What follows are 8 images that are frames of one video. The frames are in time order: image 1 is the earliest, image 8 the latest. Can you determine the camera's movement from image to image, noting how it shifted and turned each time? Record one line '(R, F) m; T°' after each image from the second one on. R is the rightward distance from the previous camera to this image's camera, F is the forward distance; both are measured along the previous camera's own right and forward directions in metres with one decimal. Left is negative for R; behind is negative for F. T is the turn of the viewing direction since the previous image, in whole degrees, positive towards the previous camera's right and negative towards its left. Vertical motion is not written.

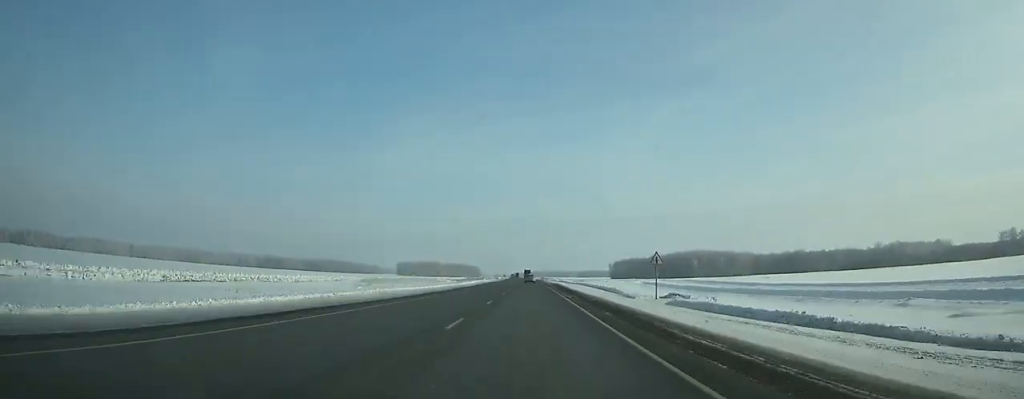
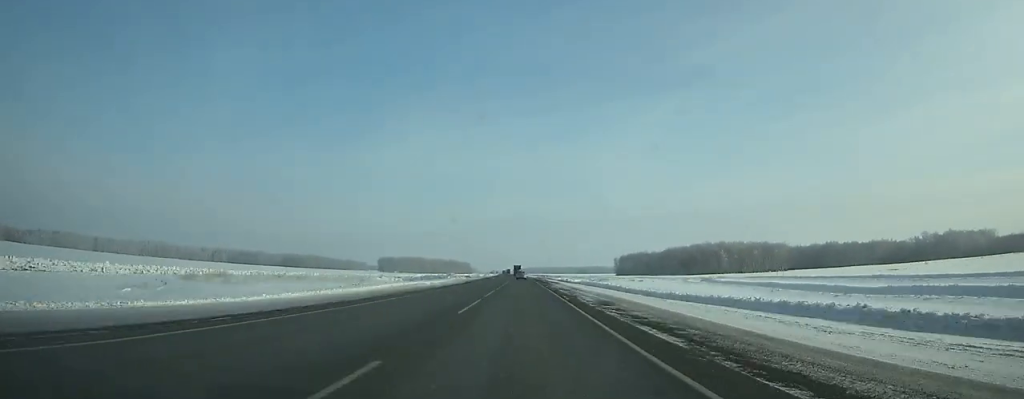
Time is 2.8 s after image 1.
(-0.1, +79.3) m; 0°
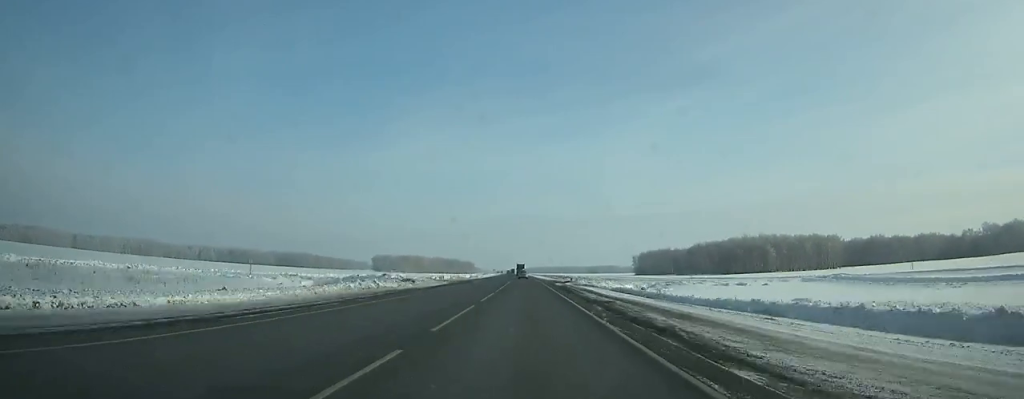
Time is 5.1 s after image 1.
(-0.1, +63.6) m; 0°
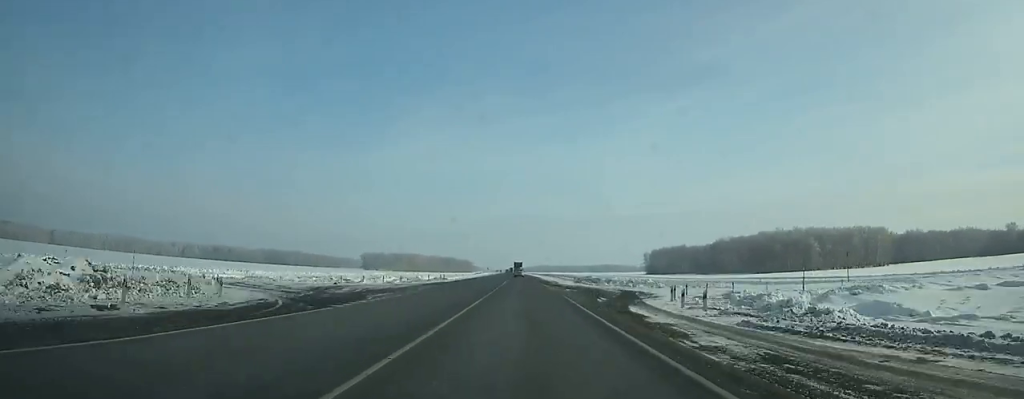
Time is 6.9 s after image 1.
(-0.2, +48.6) m; 0°
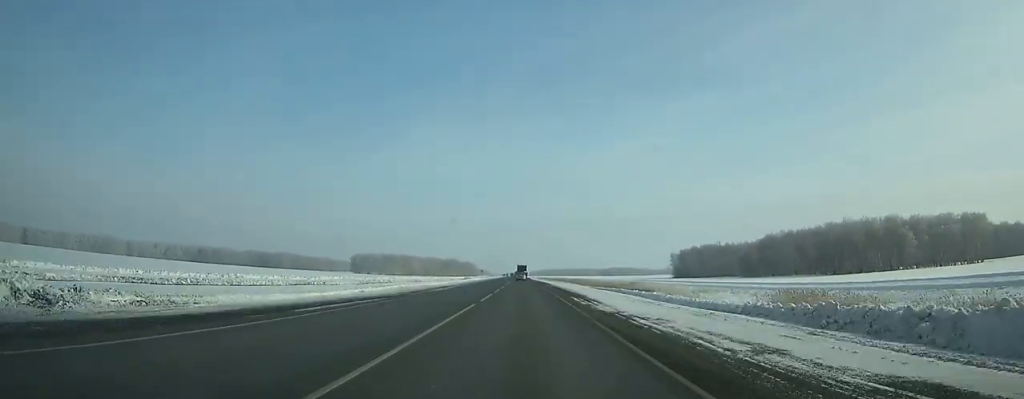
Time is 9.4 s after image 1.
(-0.3, +65.5) m; -1°
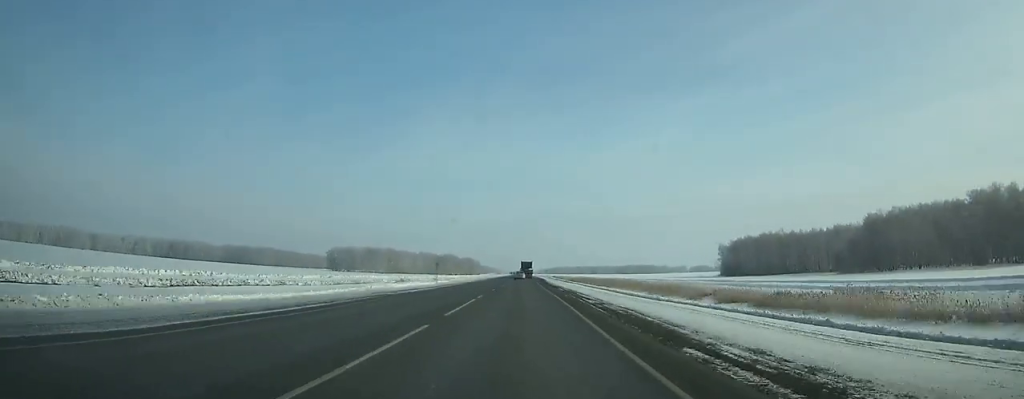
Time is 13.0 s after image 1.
(-0.7, +90.6) m; -1°
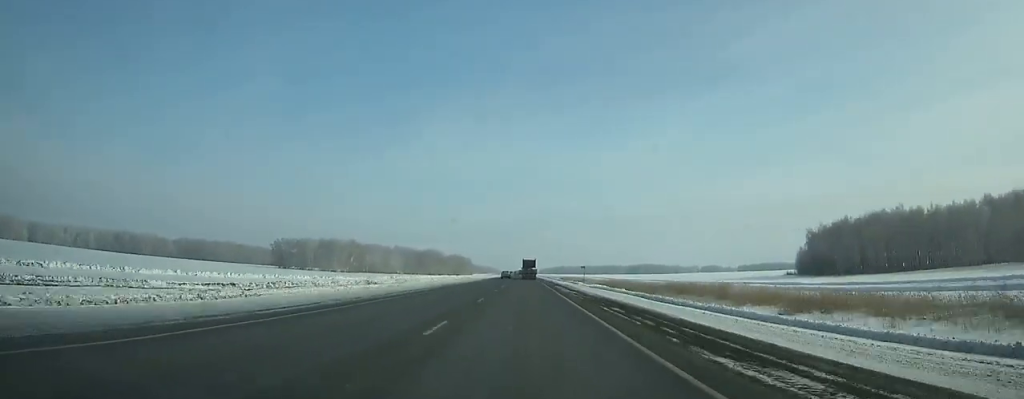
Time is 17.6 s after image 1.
(-0.1, +109.7) m; 0°
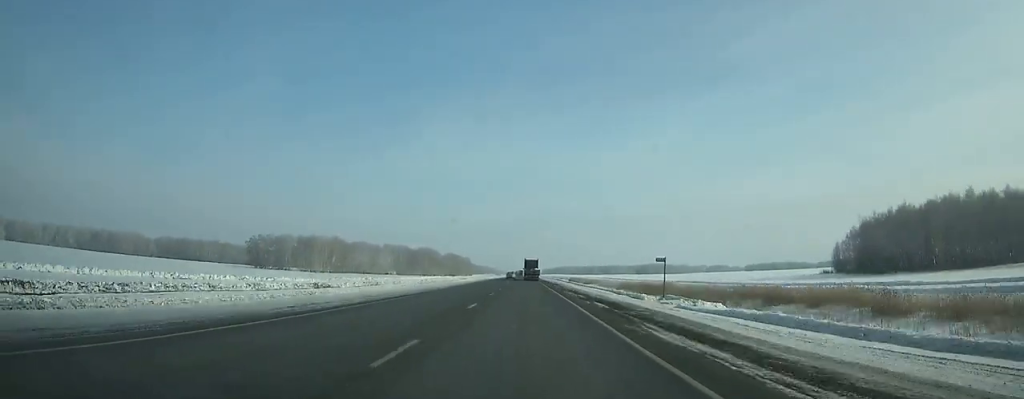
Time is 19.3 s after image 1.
(+0.1, +39.5) m; 0°
